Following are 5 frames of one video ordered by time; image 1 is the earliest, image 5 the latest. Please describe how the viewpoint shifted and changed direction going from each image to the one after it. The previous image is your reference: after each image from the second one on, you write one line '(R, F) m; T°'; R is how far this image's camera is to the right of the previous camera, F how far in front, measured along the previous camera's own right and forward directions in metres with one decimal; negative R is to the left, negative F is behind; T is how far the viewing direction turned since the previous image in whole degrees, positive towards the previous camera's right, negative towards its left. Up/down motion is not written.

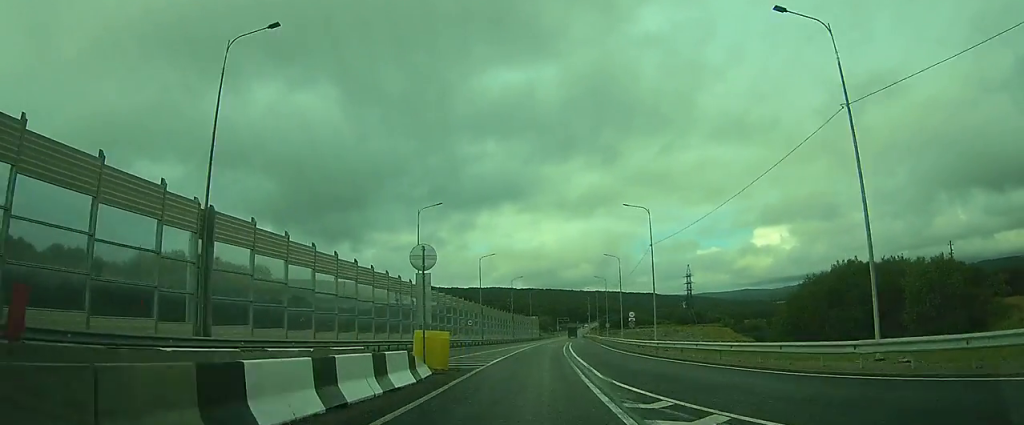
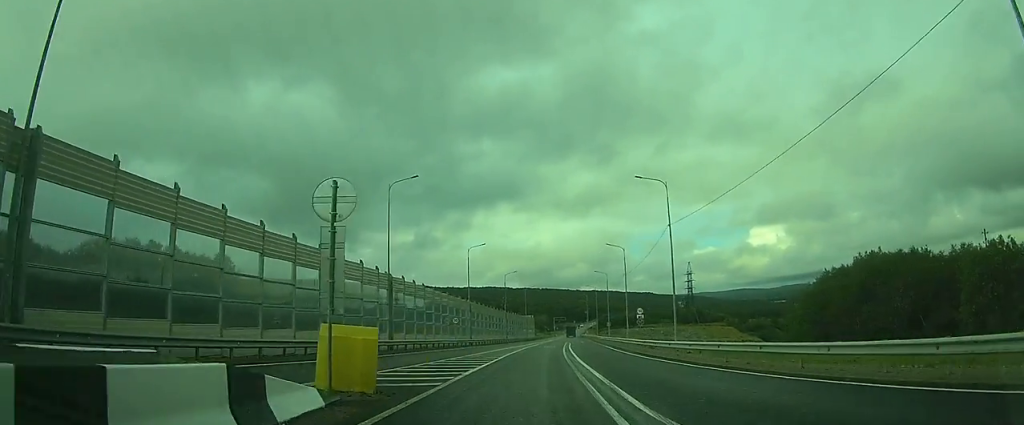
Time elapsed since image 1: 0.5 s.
(0.0, +8.7) m; 0°
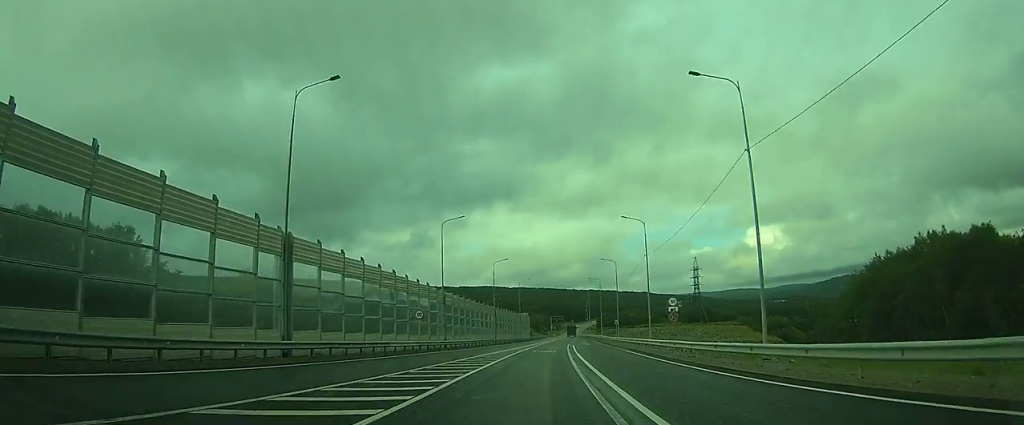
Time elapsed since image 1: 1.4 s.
(0.0, +17.0) m; 0°
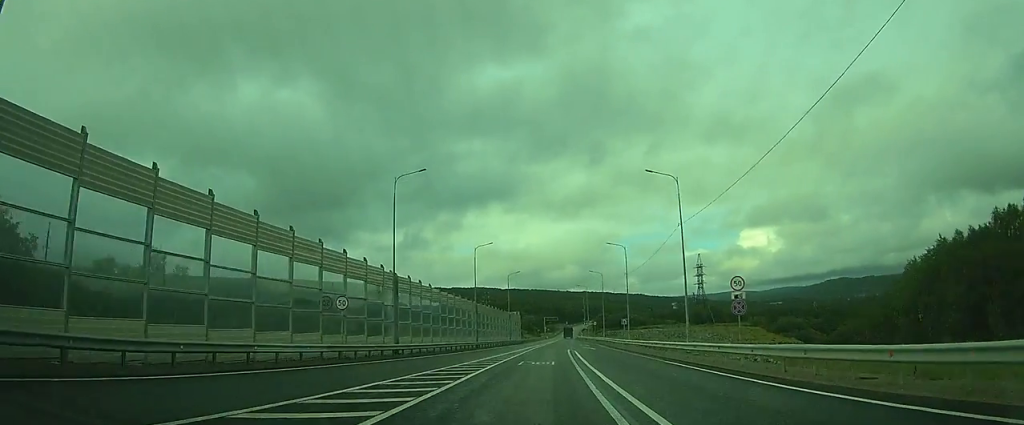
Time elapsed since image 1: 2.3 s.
(0.0, +16.5) m; 0°
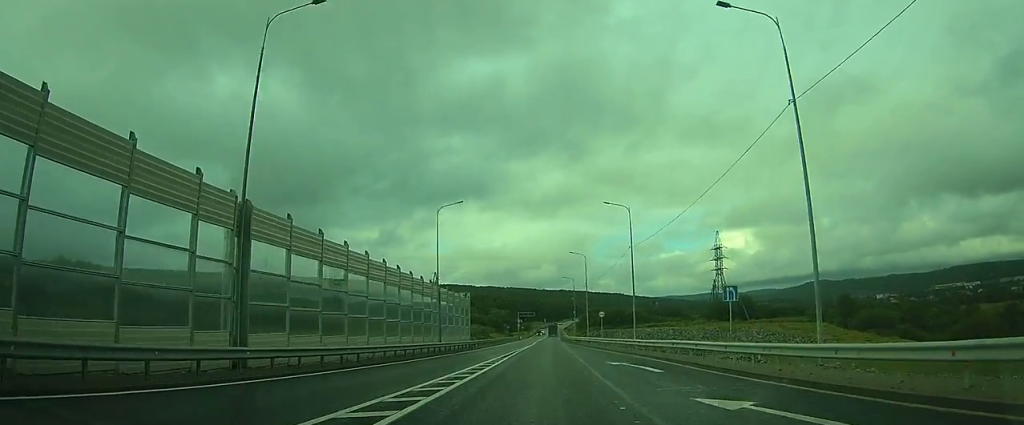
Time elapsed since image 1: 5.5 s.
(0.0, +52.2) m; +3°
